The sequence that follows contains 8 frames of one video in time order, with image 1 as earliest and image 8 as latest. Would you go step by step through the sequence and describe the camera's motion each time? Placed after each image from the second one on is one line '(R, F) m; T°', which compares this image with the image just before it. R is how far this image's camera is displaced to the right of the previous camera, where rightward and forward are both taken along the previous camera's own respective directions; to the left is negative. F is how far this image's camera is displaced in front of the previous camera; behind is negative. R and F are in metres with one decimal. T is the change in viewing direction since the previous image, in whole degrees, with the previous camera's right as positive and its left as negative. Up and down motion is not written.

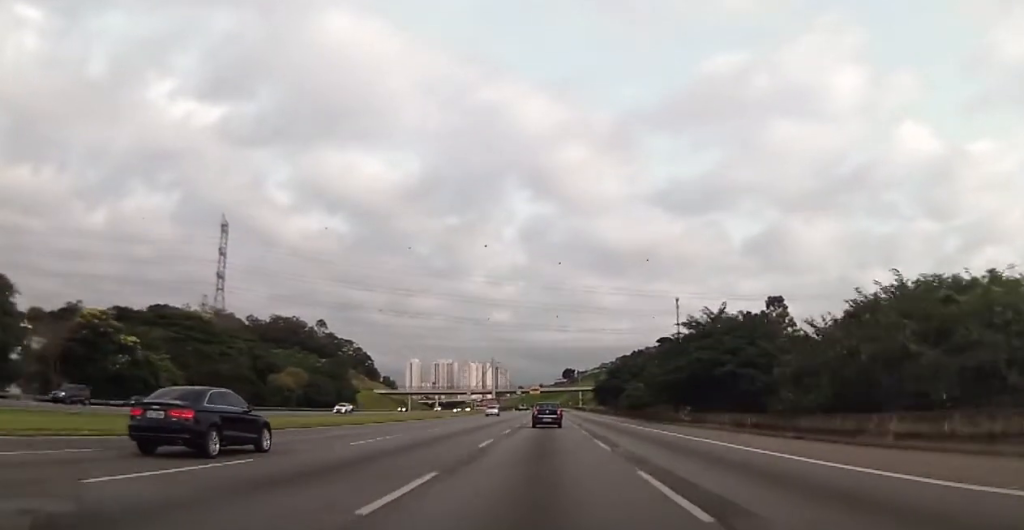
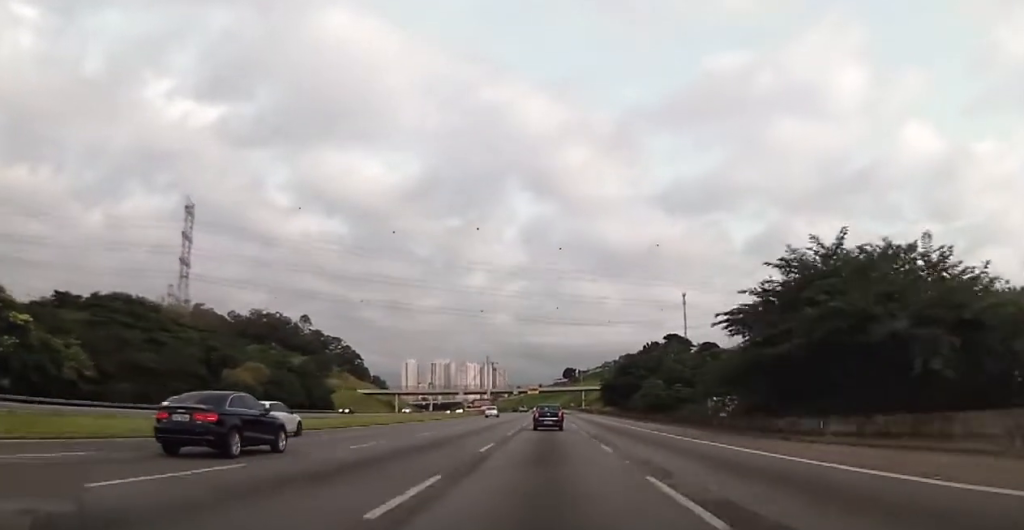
(+0.2, +24.4) m; 0°
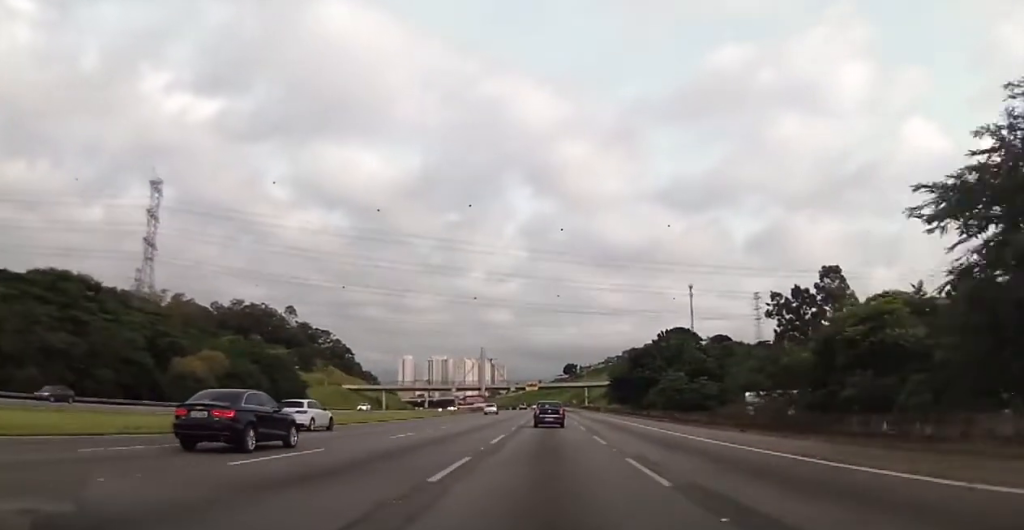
(0.0, +20.4) m; 0°
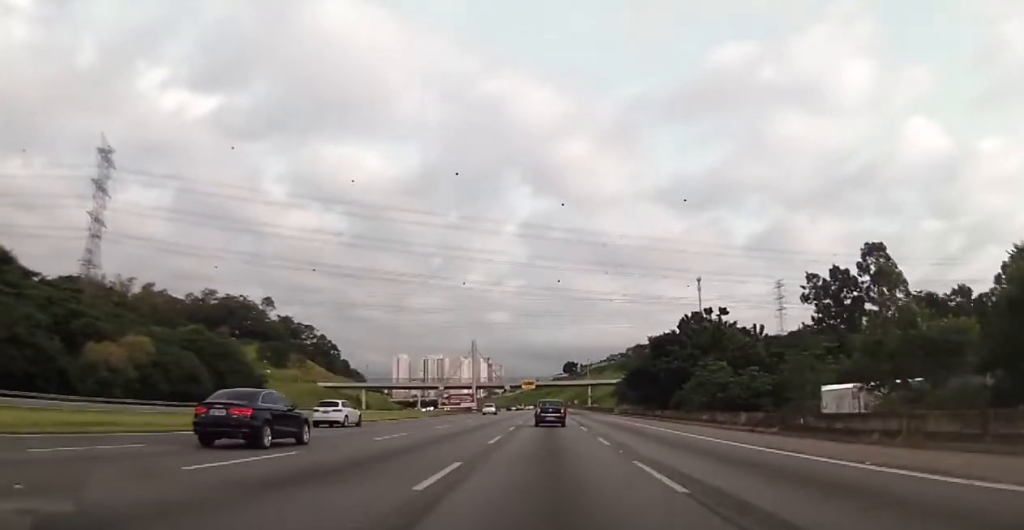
(-0.1, +25.5) m; 0°
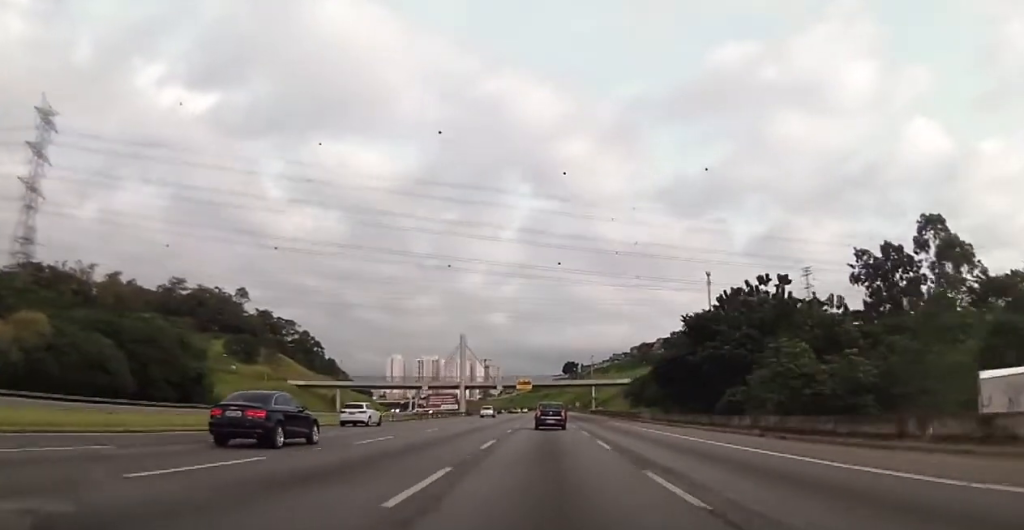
(+0.2, +25.6) m; 0°
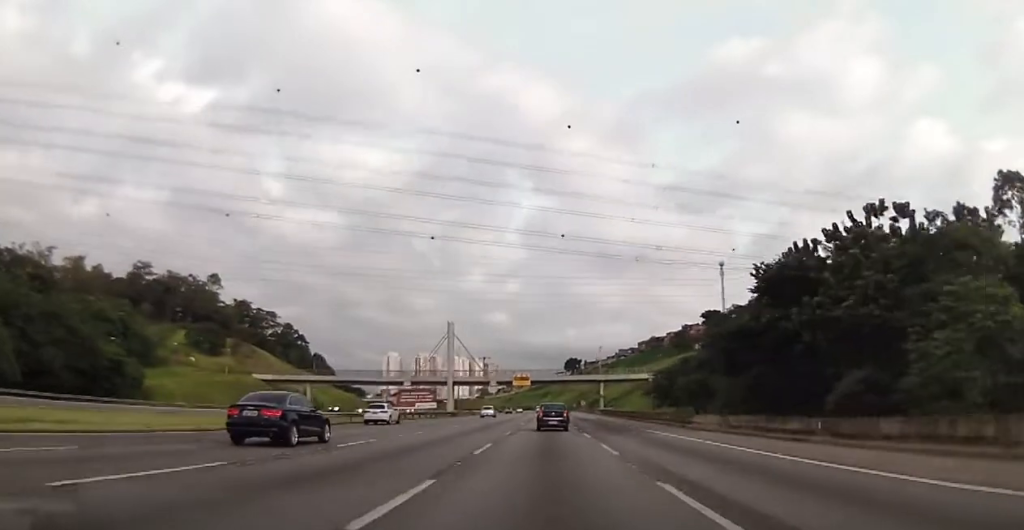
(-0.4, +25.6) m; 0°
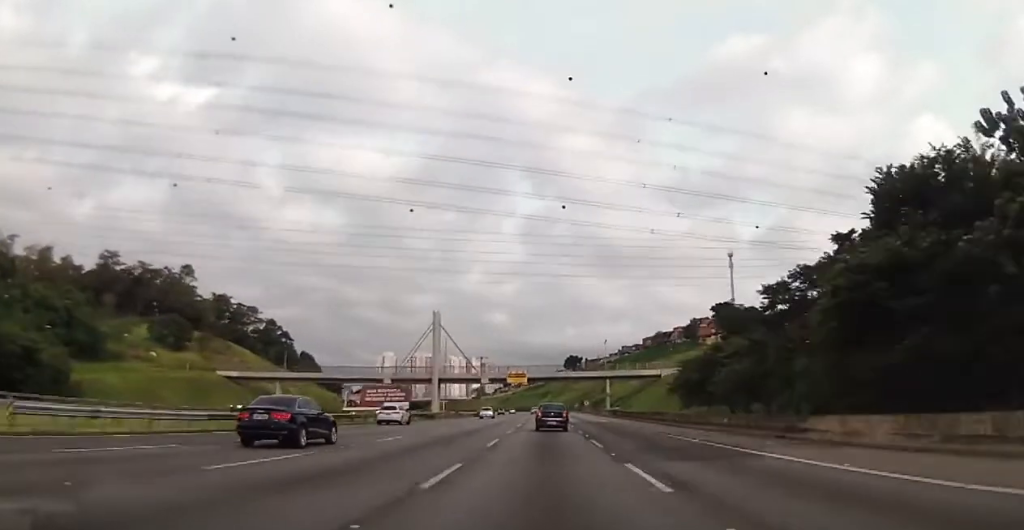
(0.0, +19.5) m; 0°
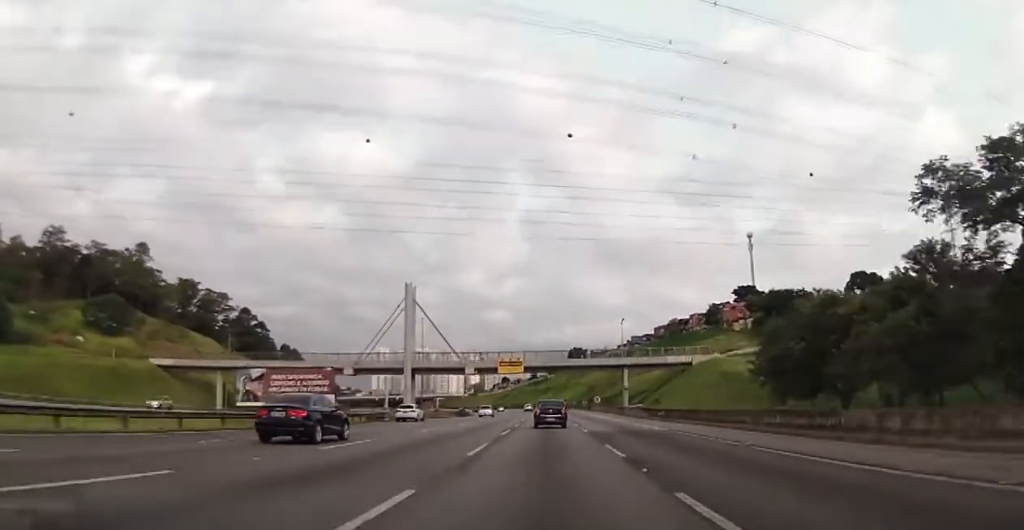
(+0.2, +29.8) m; +1°
